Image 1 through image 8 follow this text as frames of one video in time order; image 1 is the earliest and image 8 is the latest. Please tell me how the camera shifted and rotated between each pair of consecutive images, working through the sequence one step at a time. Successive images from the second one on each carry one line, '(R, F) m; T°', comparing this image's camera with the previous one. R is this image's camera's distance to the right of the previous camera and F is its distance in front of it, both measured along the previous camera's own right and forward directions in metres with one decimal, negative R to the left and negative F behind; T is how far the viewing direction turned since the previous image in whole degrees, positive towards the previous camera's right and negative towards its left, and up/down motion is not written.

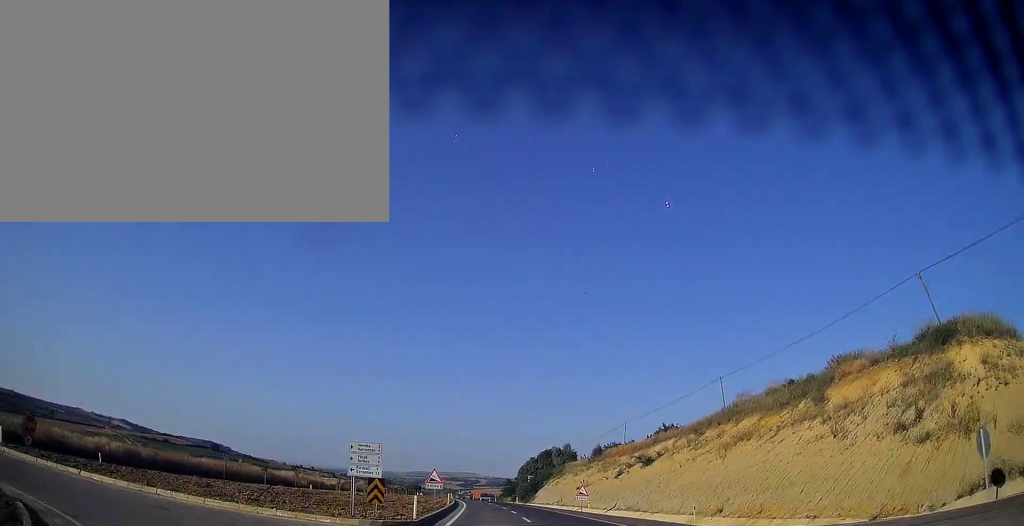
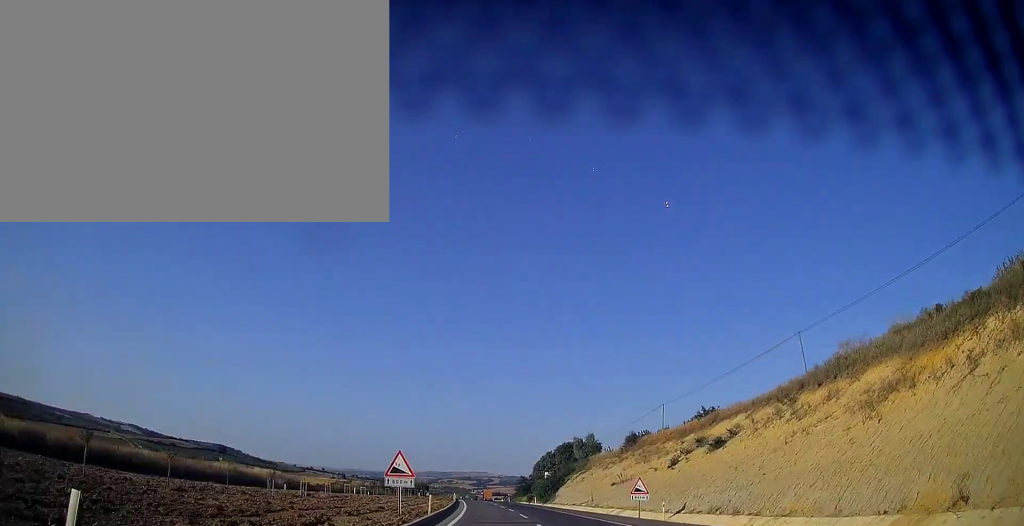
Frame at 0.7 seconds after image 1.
(-0.3, +20.5) m; -1°
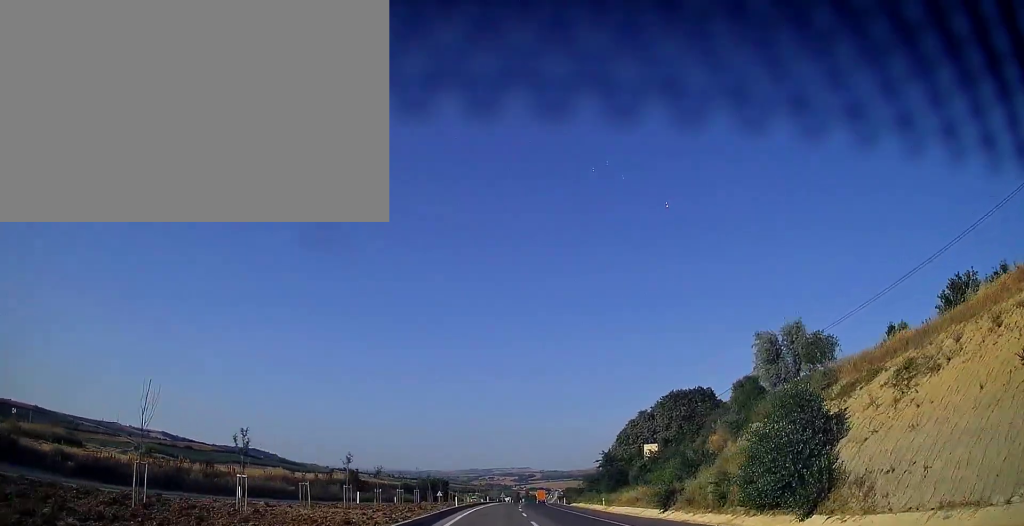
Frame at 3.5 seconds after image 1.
(-2.8, +81.5) m; -4°
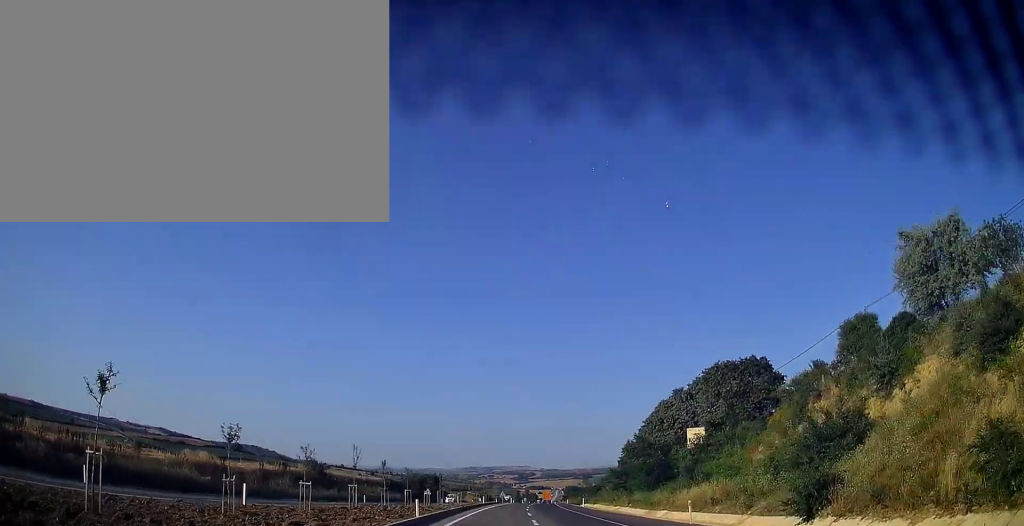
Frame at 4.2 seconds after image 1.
(-0.1, +21.7) m; 0°
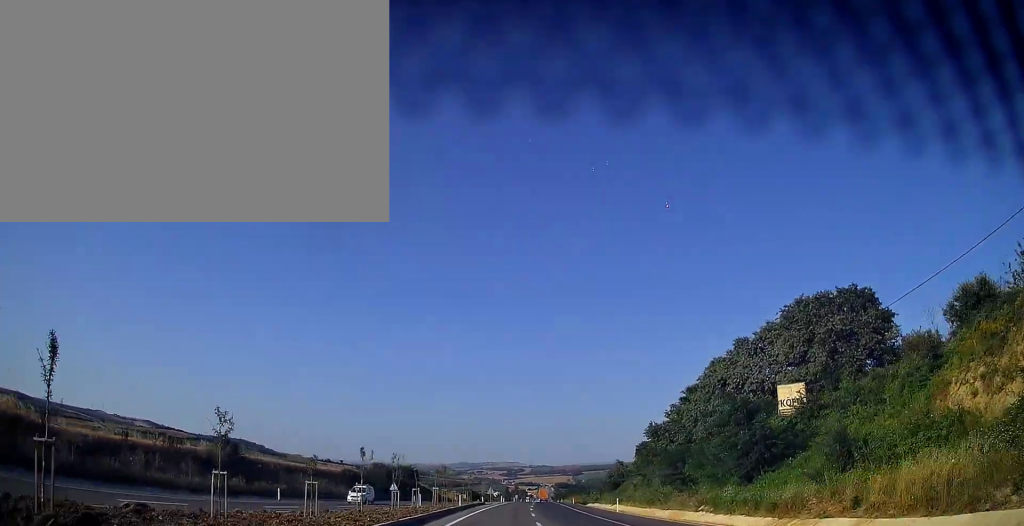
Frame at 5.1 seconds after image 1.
(+0.1, +26.7) m; +1°
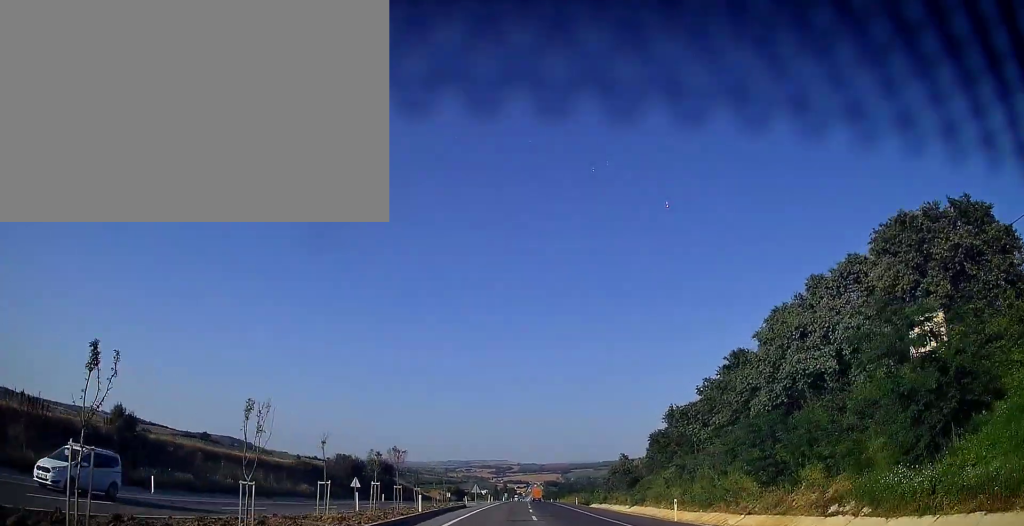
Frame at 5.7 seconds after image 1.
(+0.2, +17.8) m; +1°
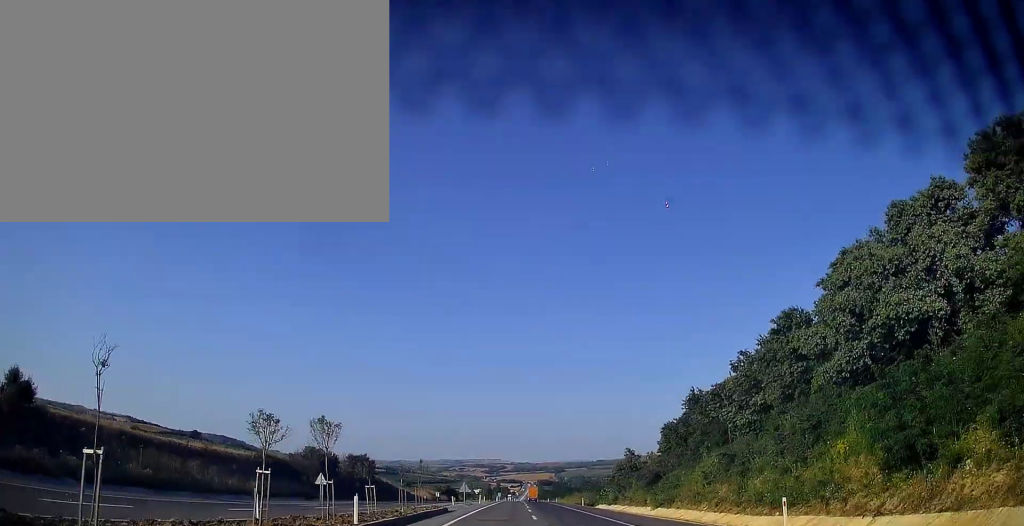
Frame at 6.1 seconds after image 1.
(0.0, +11.9) m; +1°
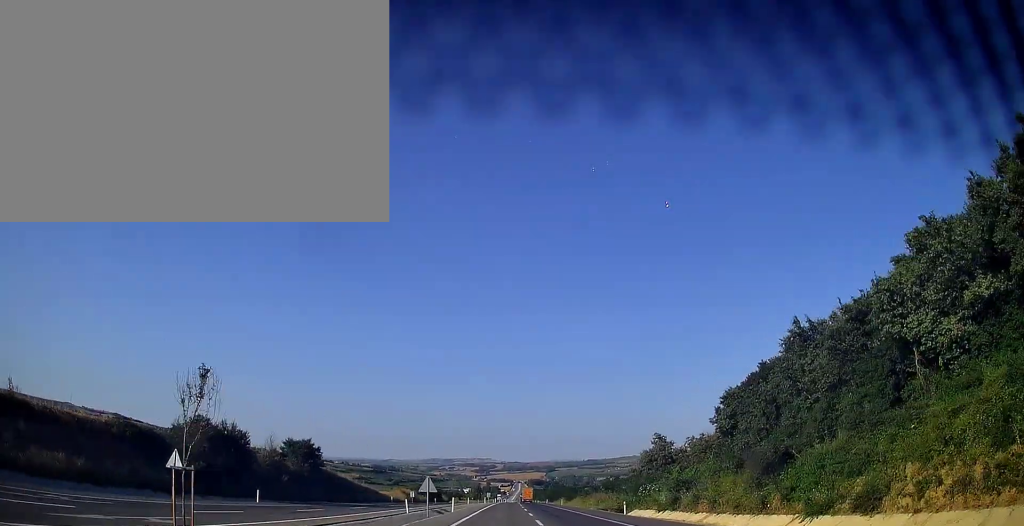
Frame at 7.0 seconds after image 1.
(+0.3, +27.7) m; +1°
